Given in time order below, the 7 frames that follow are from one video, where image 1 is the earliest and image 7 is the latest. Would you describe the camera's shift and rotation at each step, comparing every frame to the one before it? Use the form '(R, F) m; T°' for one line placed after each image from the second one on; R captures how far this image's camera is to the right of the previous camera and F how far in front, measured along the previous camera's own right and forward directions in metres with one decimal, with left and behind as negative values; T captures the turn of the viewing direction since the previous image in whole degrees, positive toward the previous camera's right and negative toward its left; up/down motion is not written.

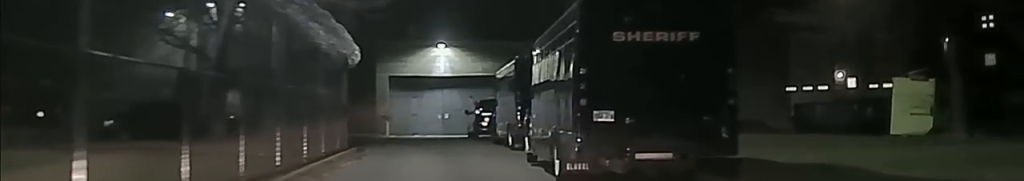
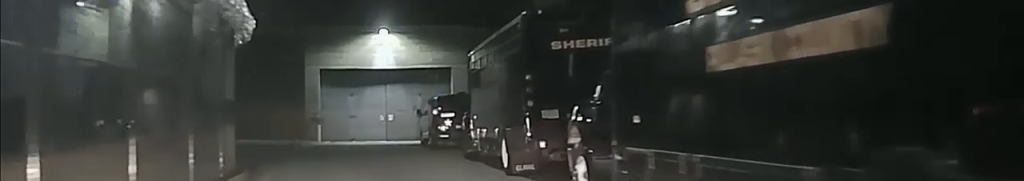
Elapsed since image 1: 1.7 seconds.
(+0.6, +10.9) m; +2°
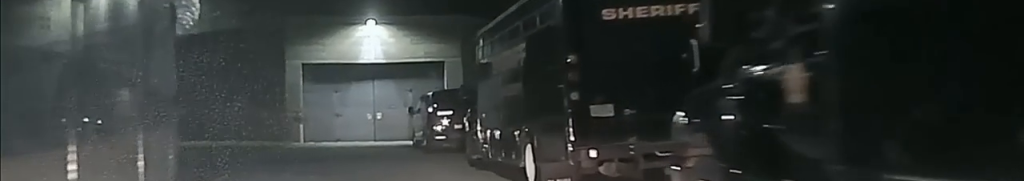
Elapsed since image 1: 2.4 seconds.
(-0.1, +4.3) m; -3°
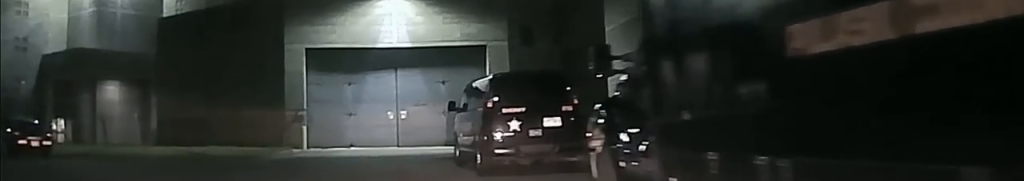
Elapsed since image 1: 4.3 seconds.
(-0.1, +11.2) m; -2°
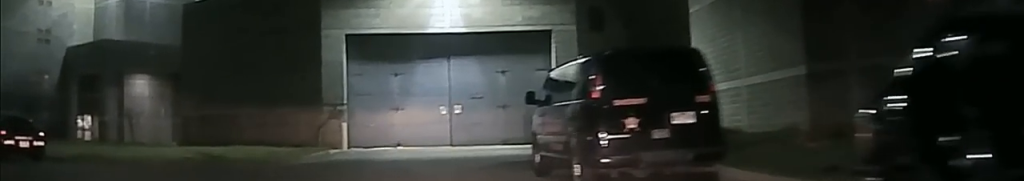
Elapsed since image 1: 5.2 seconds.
(-0.2, +5.2) m; -9°
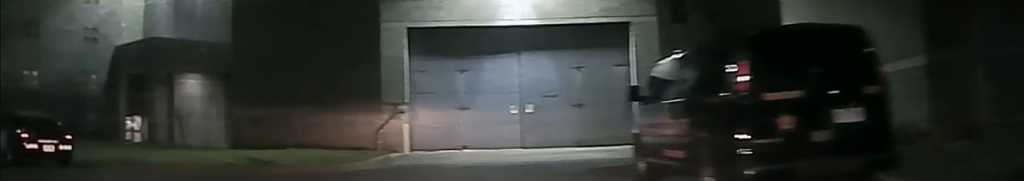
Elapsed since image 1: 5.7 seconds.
(-0.1, +2.6) m; -5°
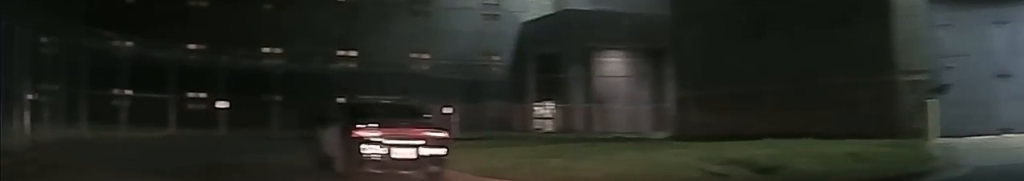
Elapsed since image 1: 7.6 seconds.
(-1.4, +9.3) m; -21°
